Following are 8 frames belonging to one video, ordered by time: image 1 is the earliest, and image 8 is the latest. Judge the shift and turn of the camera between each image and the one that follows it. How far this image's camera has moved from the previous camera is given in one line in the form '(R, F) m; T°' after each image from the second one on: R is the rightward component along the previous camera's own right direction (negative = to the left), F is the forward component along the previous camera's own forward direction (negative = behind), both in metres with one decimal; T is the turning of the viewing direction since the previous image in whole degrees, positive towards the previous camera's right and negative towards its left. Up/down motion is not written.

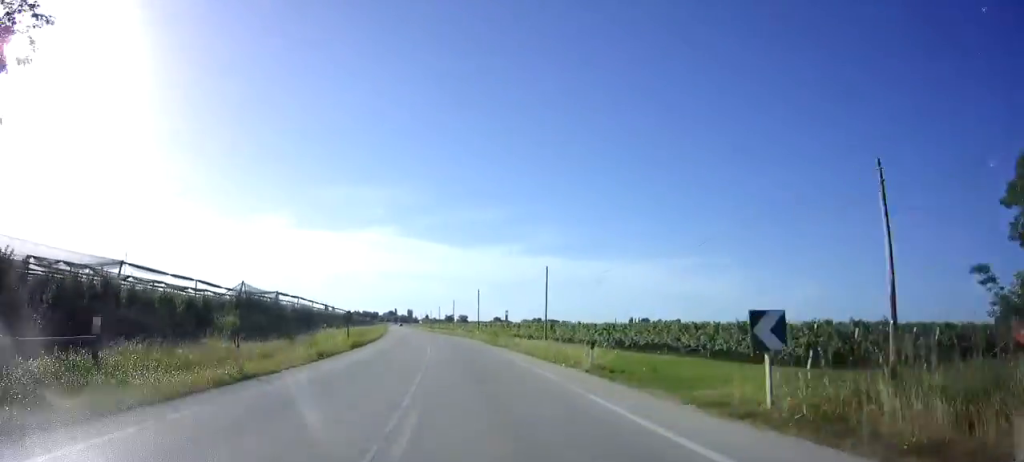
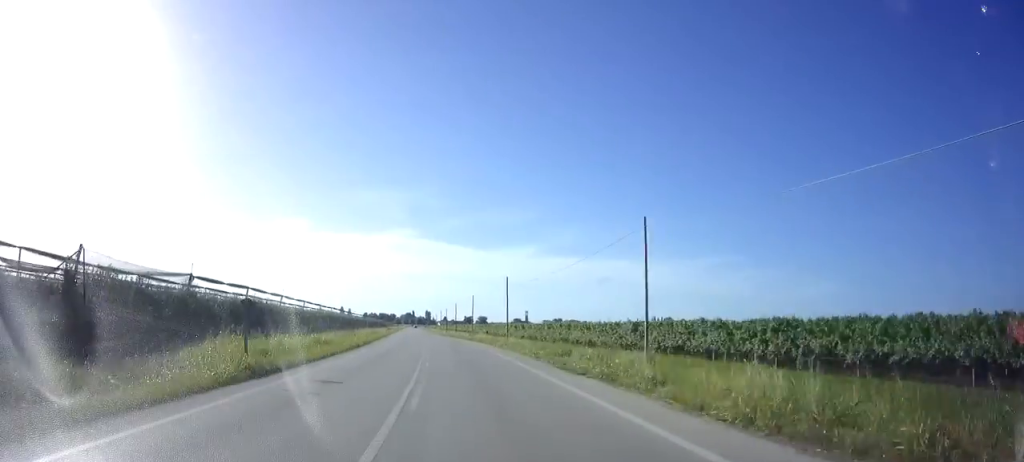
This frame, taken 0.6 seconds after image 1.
(-0.3, +19.9) m; -2°
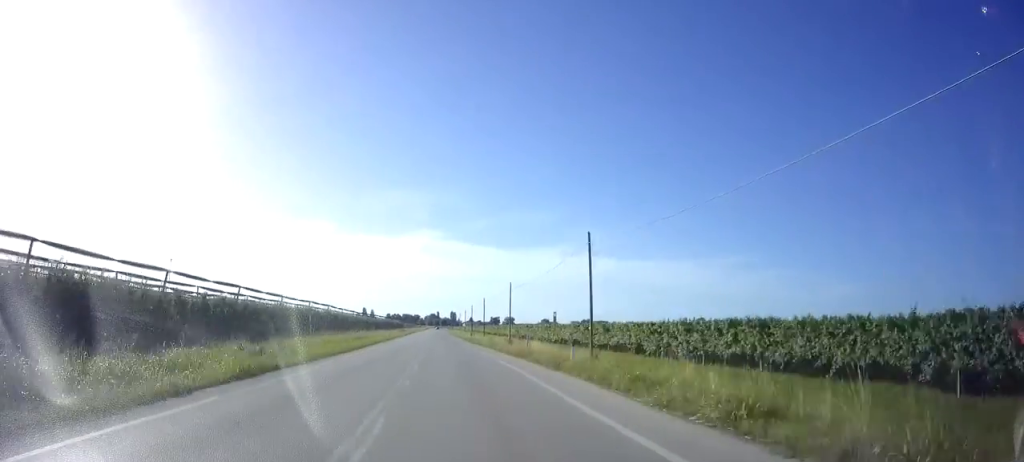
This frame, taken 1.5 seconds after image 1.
(-0.6, +27.5) m; -3°
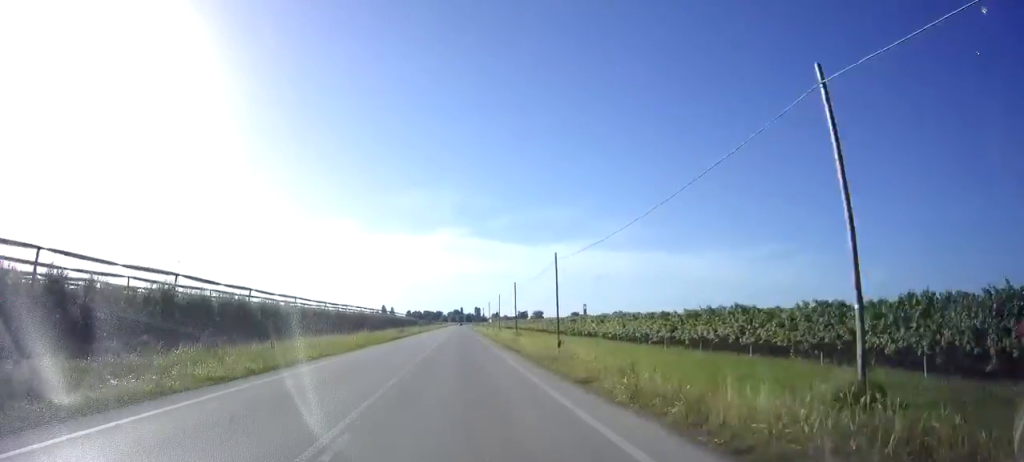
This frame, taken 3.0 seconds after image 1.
(-1.5, +47.3) m; -2°
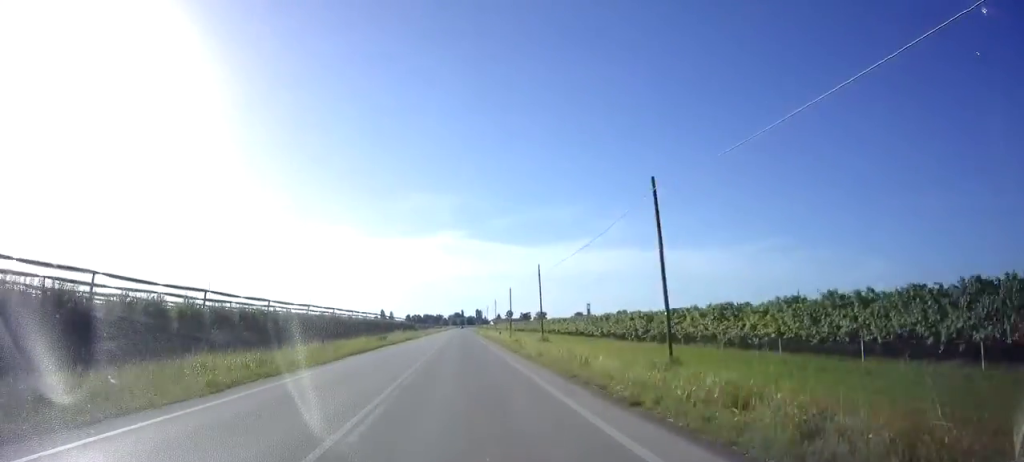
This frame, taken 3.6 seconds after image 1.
(-0.1, +19.6) m; 0°
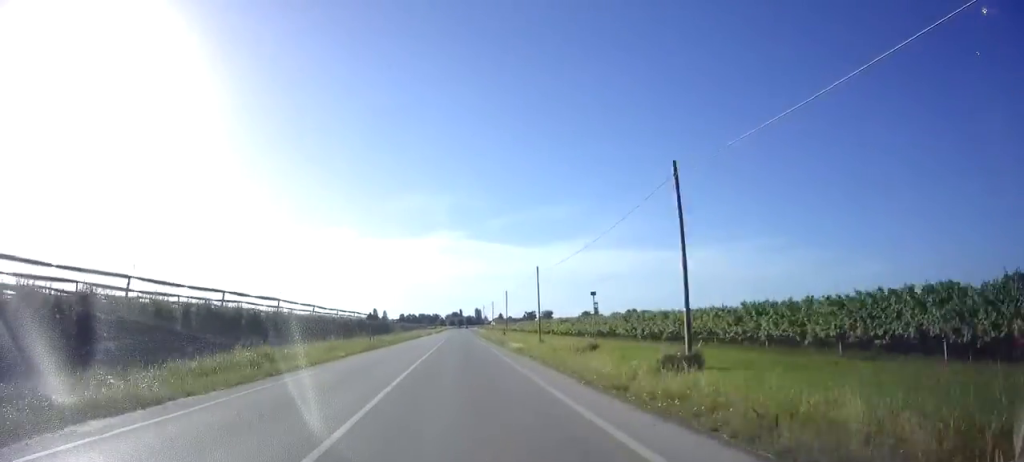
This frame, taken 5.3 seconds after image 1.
(-0.2, +57.3) m; 0°
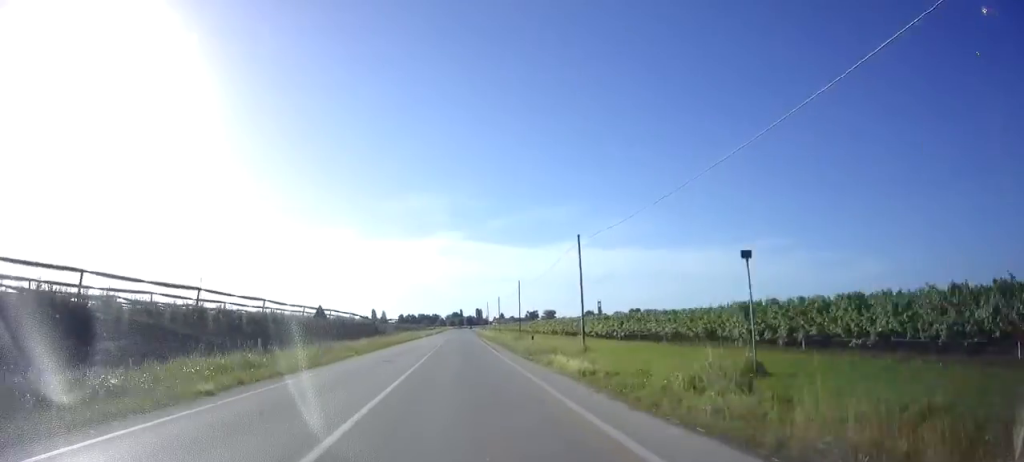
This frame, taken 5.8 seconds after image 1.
(0.0, +15.6) m; 0°
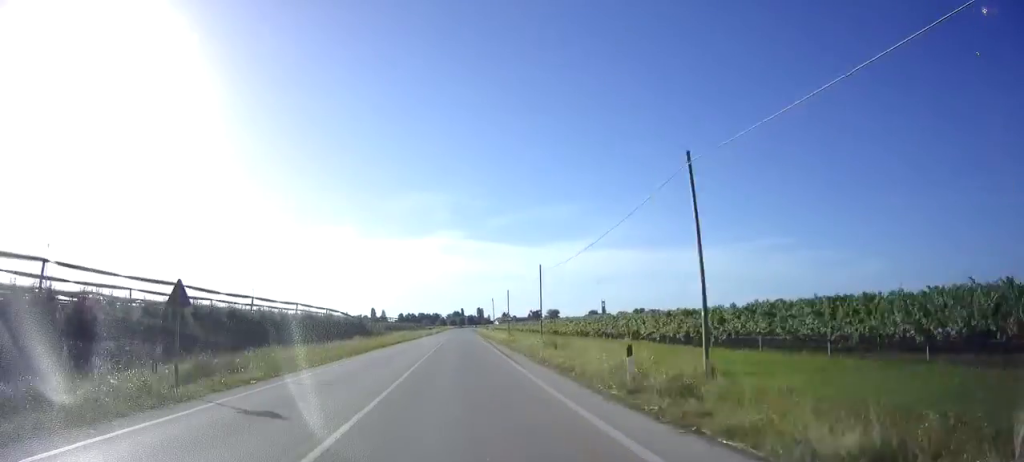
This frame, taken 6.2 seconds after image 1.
(-0.1, +14.6) m; 0°
